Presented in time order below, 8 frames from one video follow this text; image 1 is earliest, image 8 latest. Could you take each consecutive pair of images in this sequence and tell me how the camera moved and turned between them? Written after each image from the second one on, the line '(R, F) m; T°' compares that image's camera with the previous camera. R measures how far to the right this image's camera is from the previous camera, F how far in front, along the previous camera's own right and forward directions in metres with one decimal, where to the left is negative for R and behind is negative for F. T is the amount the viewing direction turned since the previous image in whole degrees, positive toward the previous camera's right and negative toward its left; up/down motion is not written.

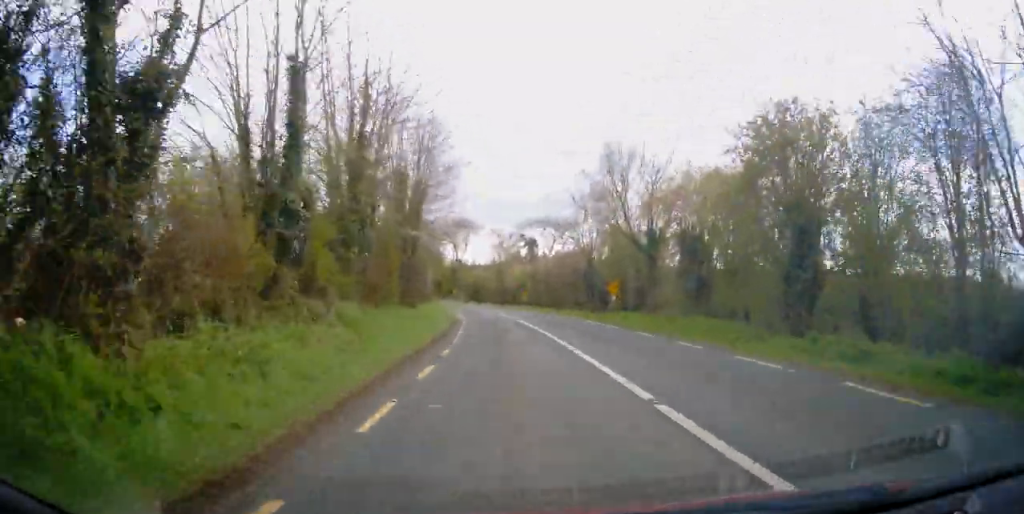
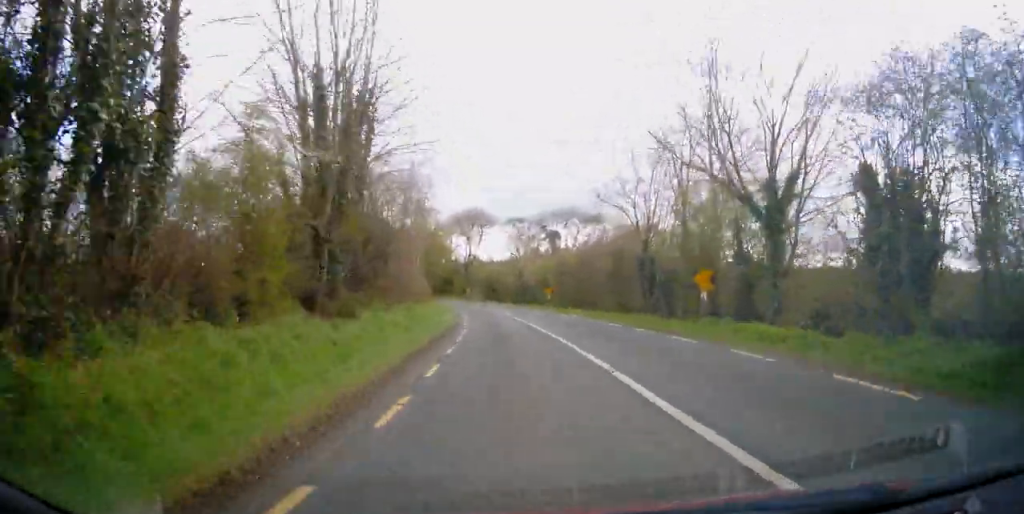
(-3.1, +11.9) m; -4°
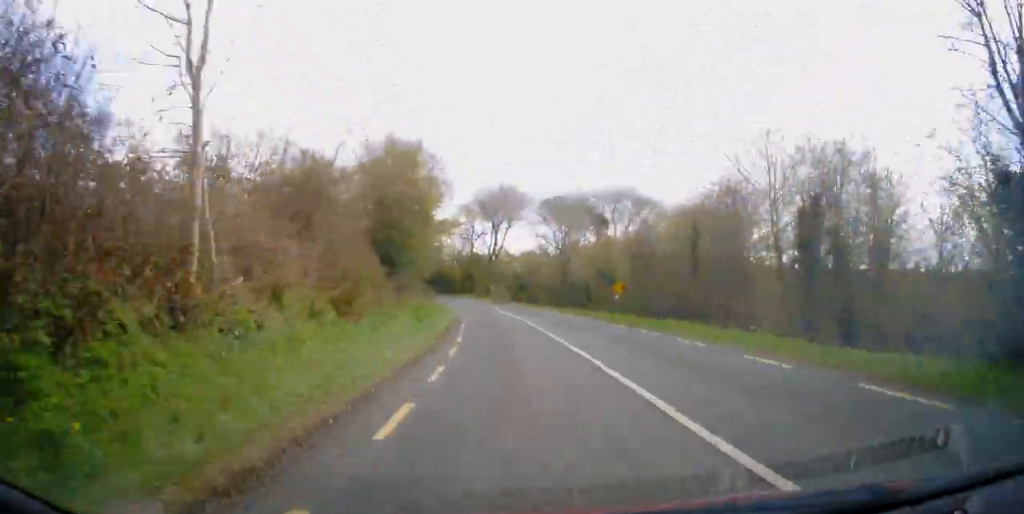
(+2.8, +21.1) m; +7°
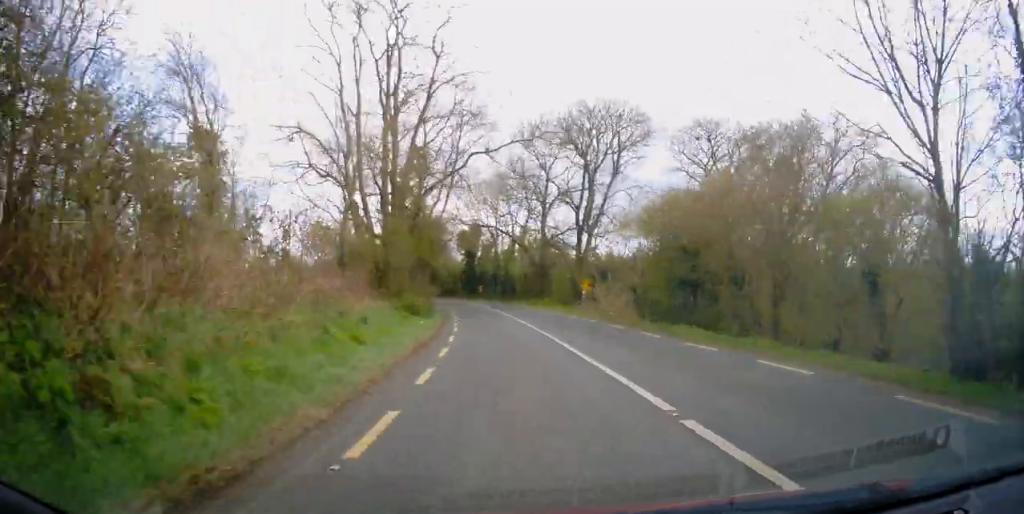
(-0.9, +41.9) m; -4°
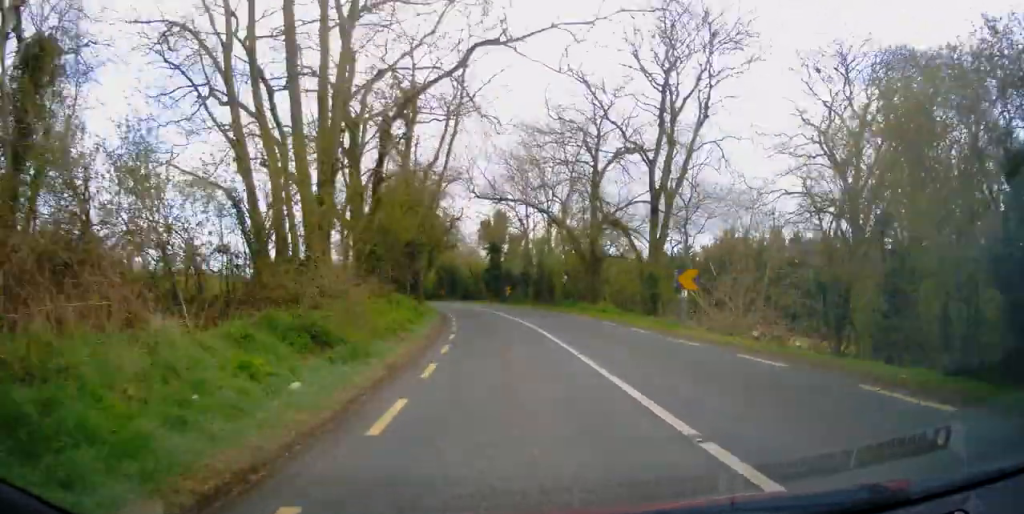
(-0.4, +15.4) m; -3°
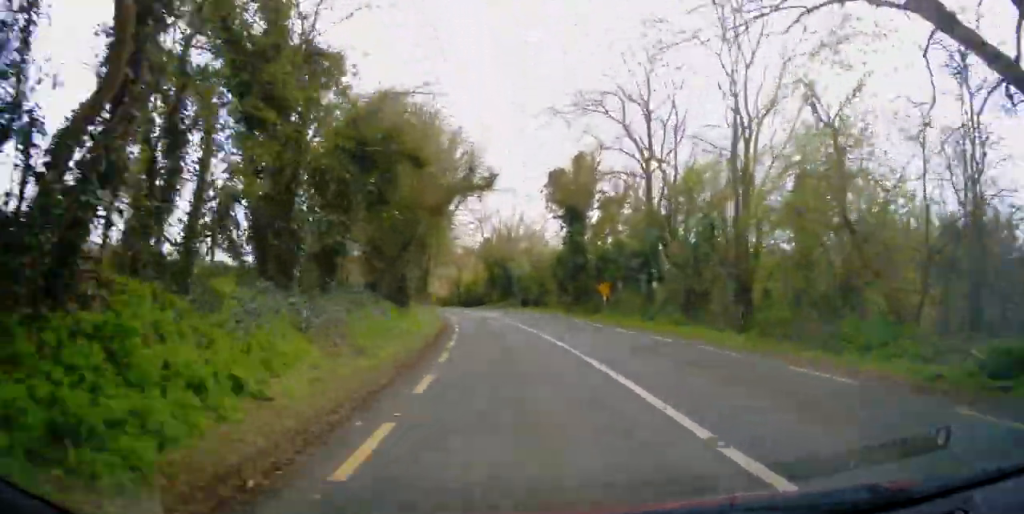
(-1.5, +29.9) m; -7°
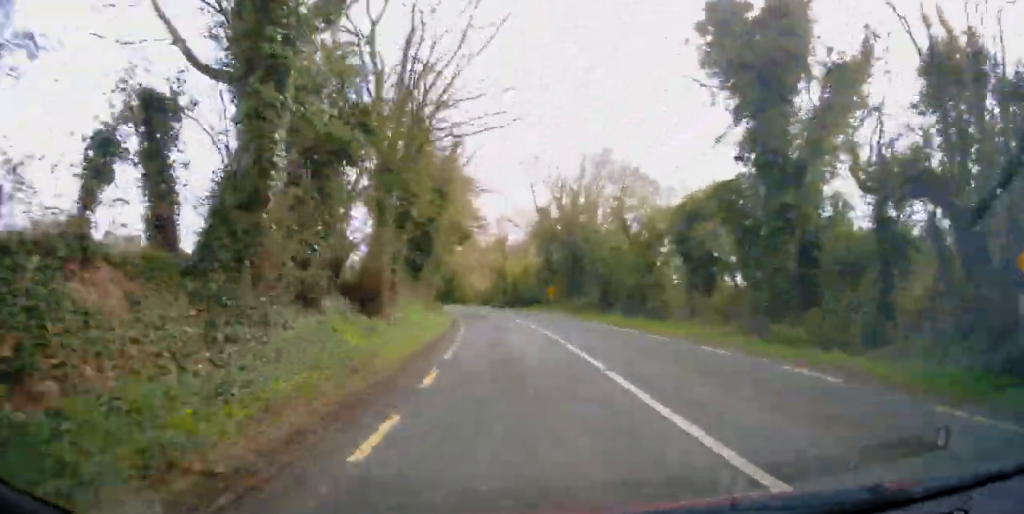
(-1.3, +23.6) m; -4°
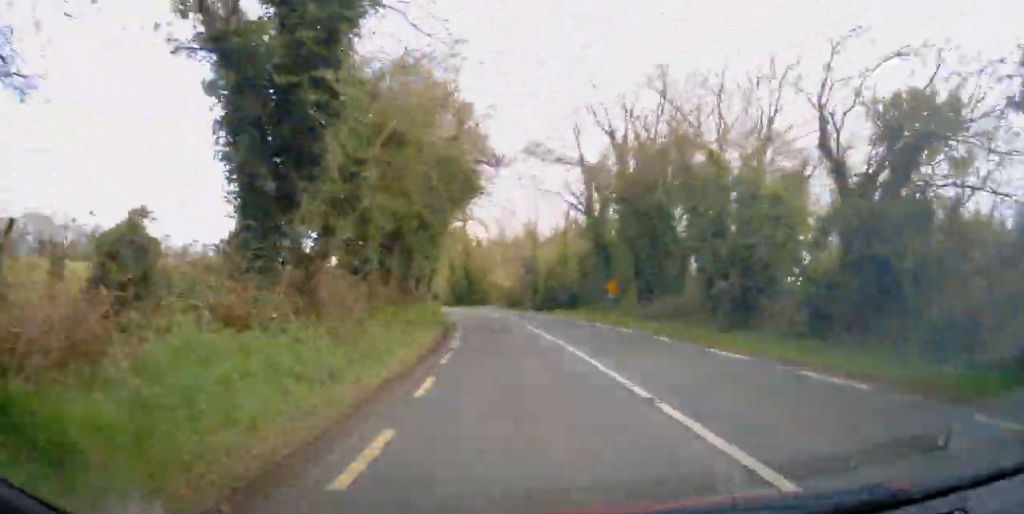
(+0.2, +16.9) m; -2°
